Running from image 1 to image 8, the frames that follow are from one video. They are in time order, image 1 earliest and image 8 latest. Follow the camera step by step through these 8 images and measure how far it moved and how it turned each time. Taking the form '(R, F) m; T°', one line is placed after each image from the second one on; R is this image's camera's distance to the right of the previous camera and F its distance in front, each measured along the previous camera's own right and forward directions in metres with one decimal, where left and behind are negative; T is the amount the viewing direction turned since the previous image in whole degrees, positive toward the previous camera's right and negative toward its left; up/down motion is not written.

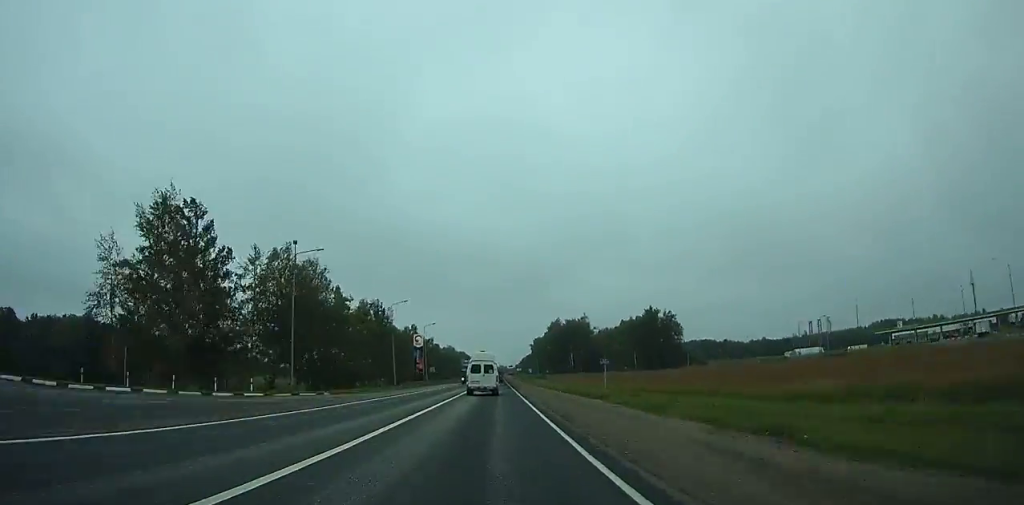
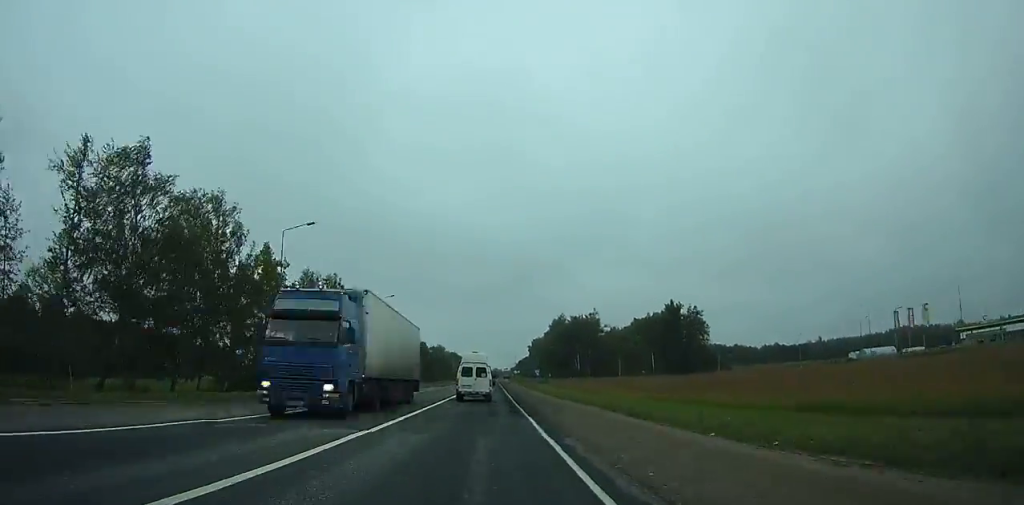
(0.0, +36.9) m; 0°
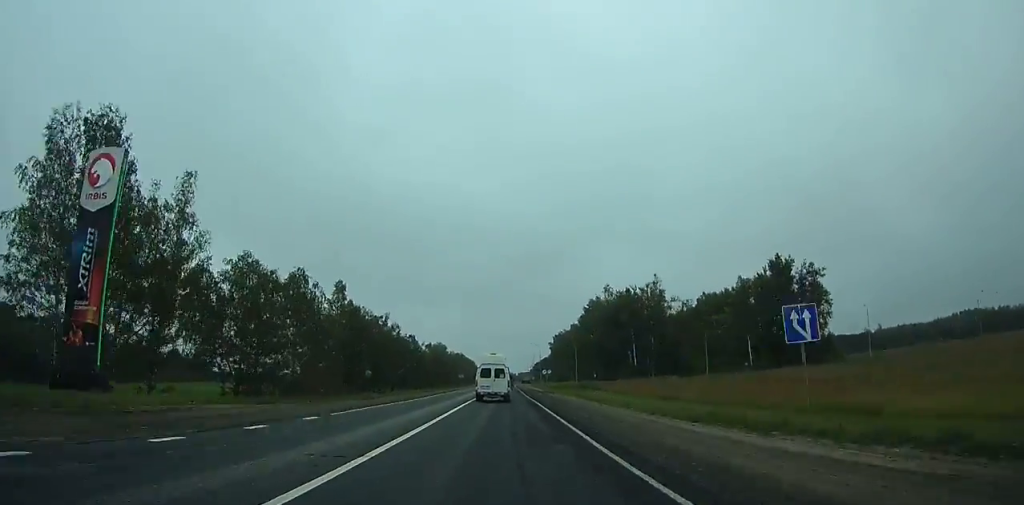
(-0.2, +78.8) m; 0°
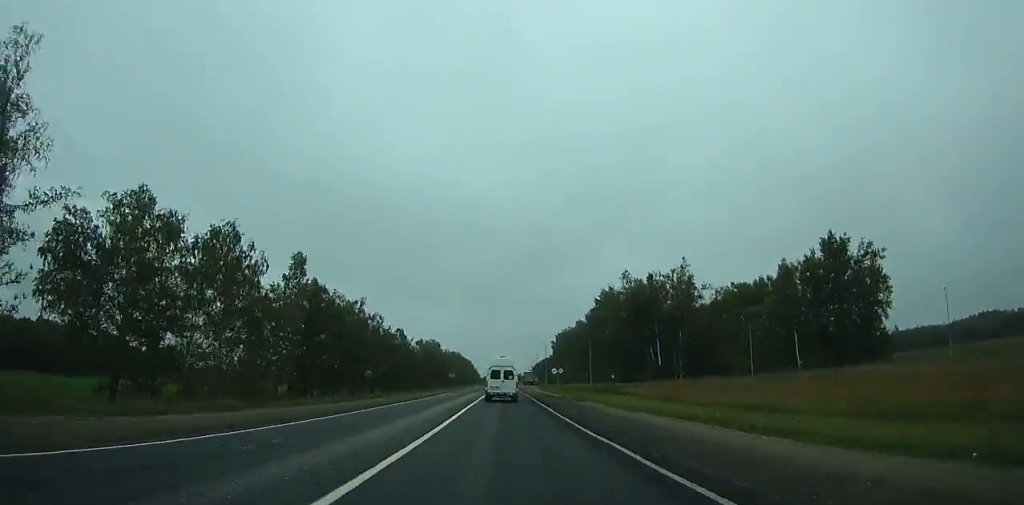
(0.0, +25.8) m; 0°
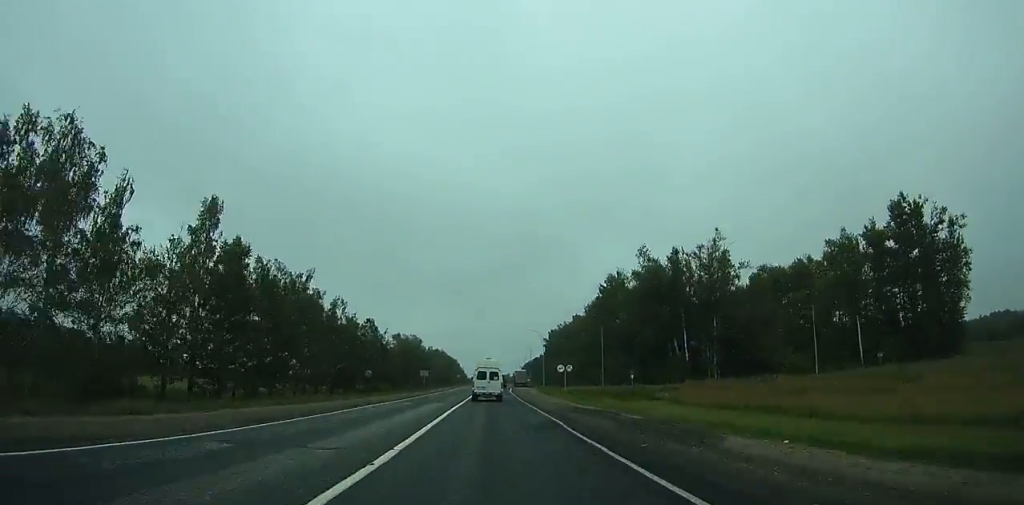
(-0.1, +27.4) m; 0°
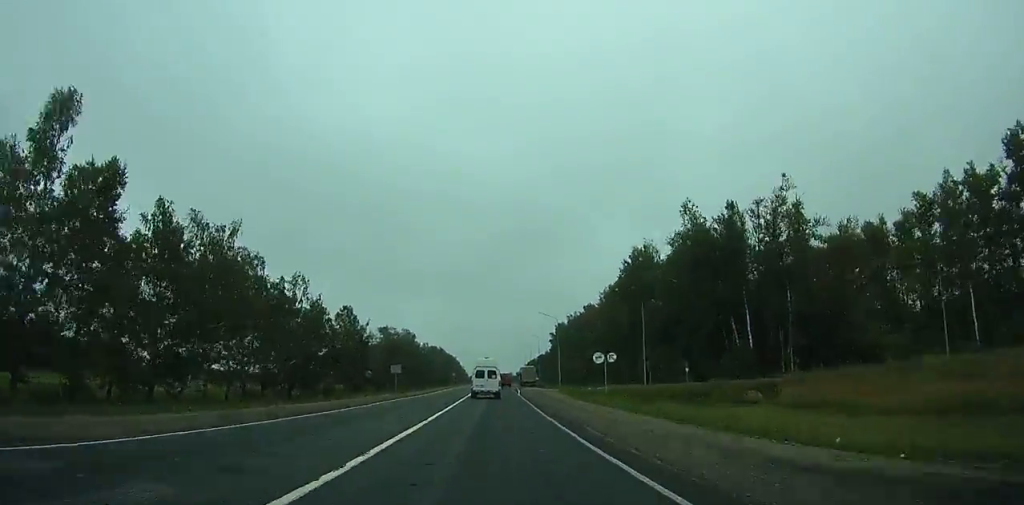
(+0.2, +28.2) m; 0°
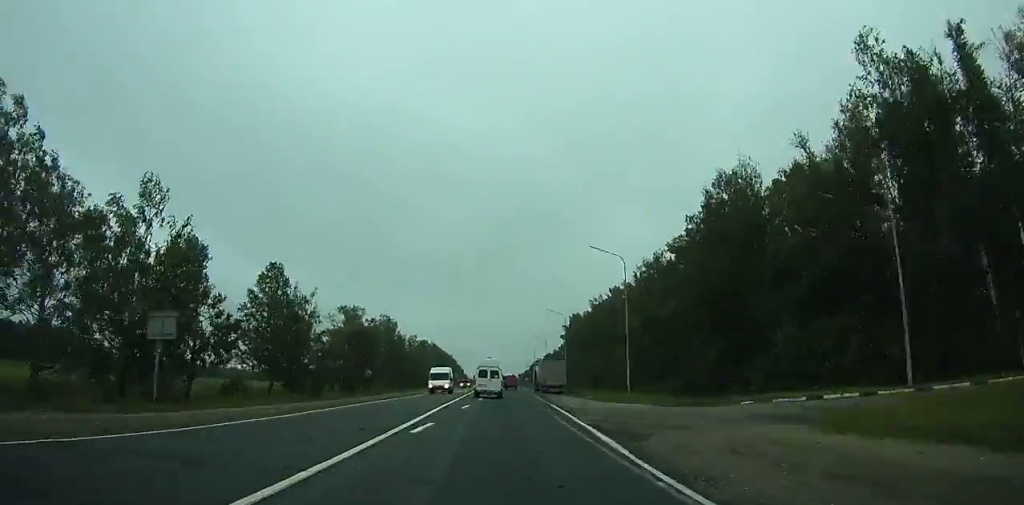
(+0.2, +47.0) m; 0°
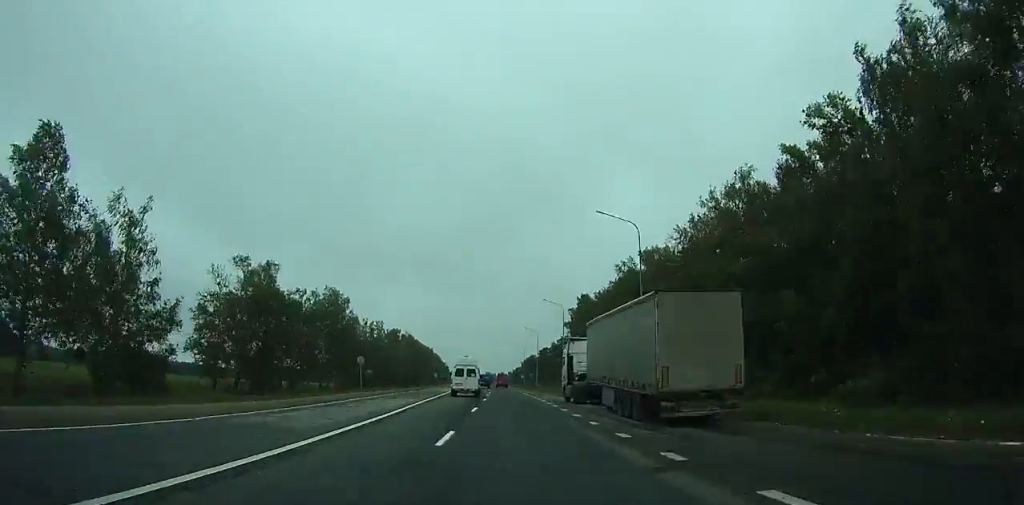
(-0.2, +48.9) m; 0°
